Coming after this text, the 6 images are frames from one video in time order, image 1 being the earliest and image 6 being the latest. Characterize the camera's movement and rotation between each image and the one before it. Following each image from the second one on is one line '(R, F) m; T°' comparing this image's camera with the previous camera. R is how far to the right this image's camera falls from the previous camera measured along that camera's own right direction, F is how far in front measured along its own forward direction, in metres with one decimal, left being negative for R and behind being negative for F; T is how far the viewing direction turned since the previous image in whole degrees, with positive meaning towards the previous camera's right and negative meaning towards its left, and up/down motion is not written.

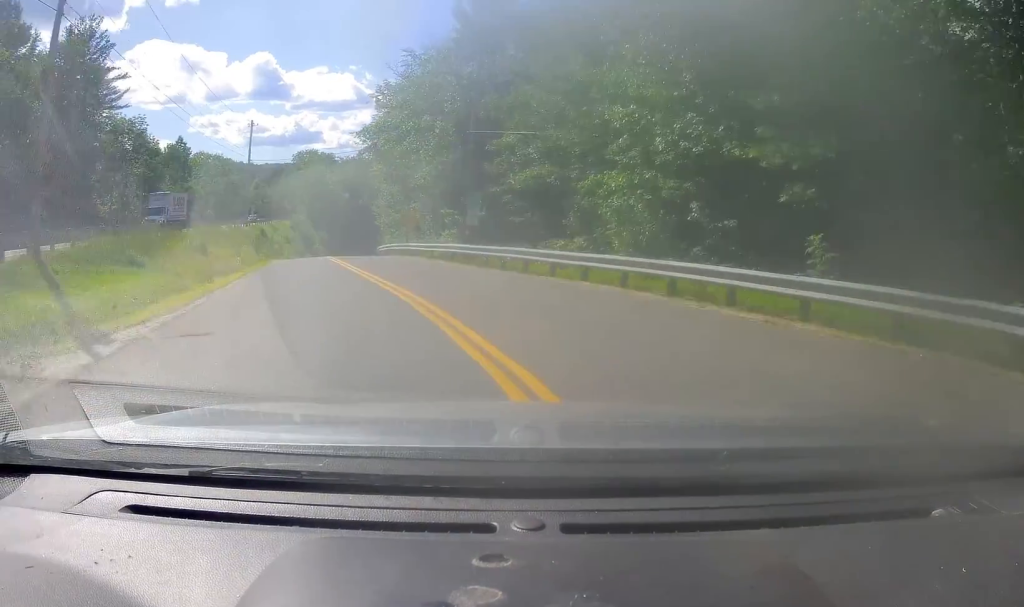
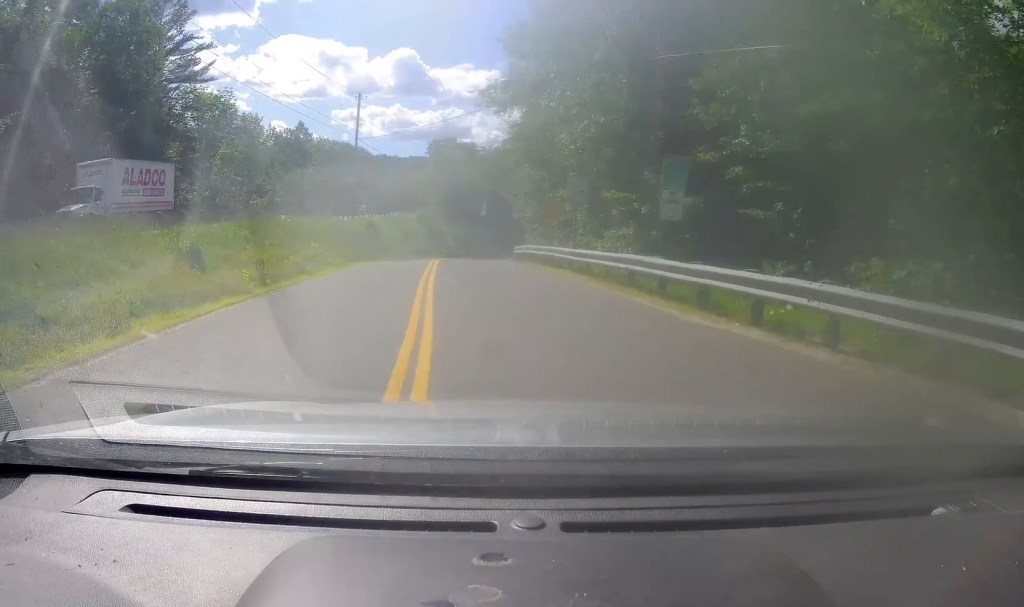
(-0.5, +10.9) m; -3°
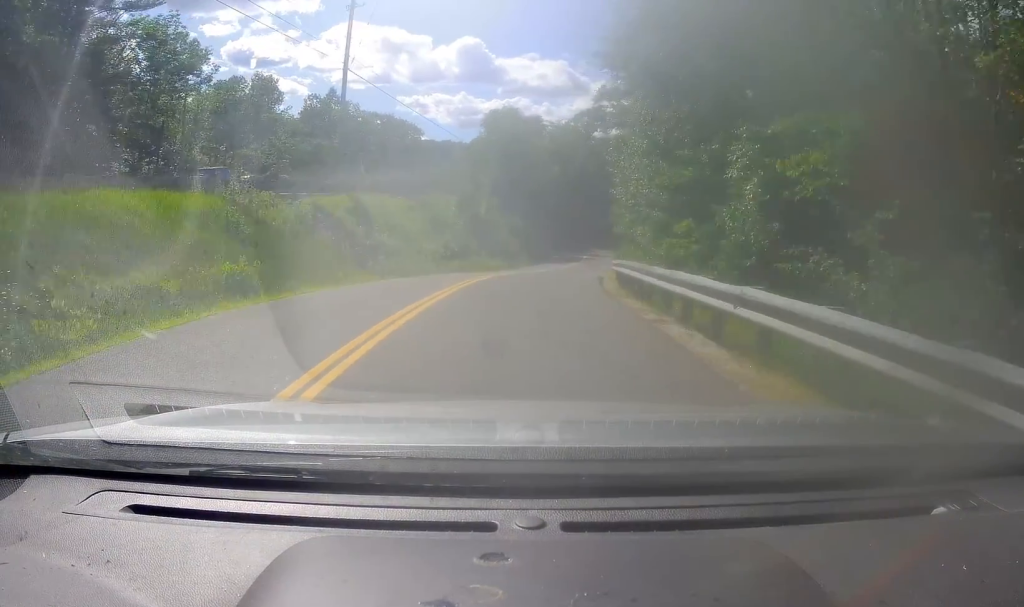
(-1.0, +18.7) m; -10°
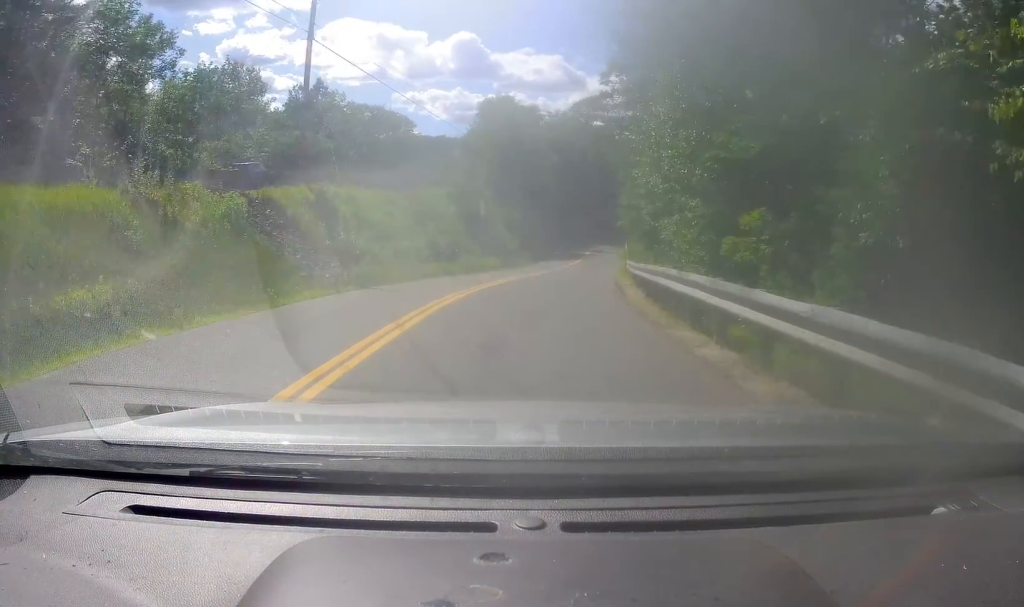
(-0.3, +4.3) m; -3°
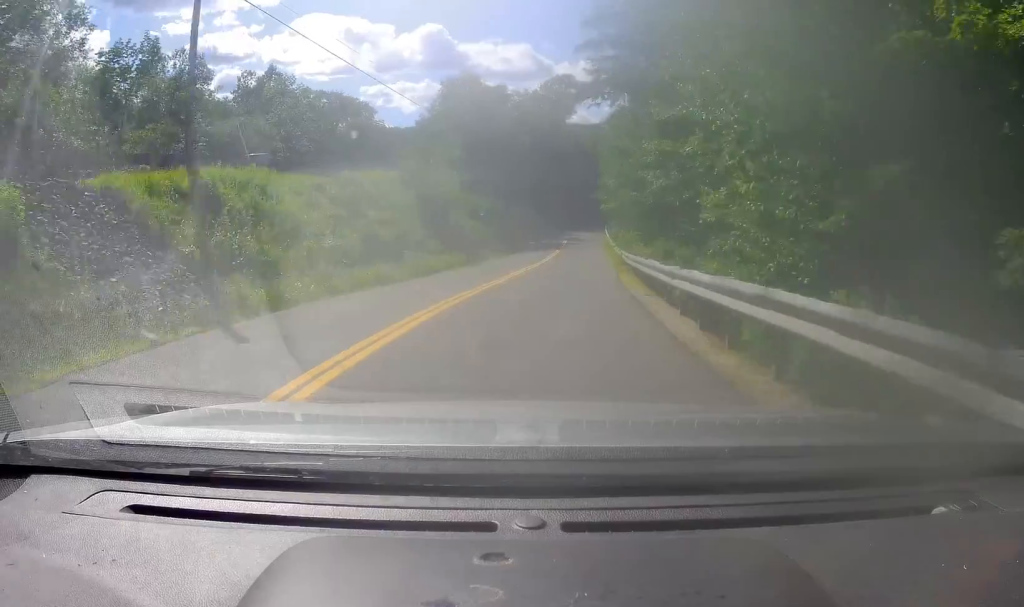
(-0.2, +6.3) m; -4°
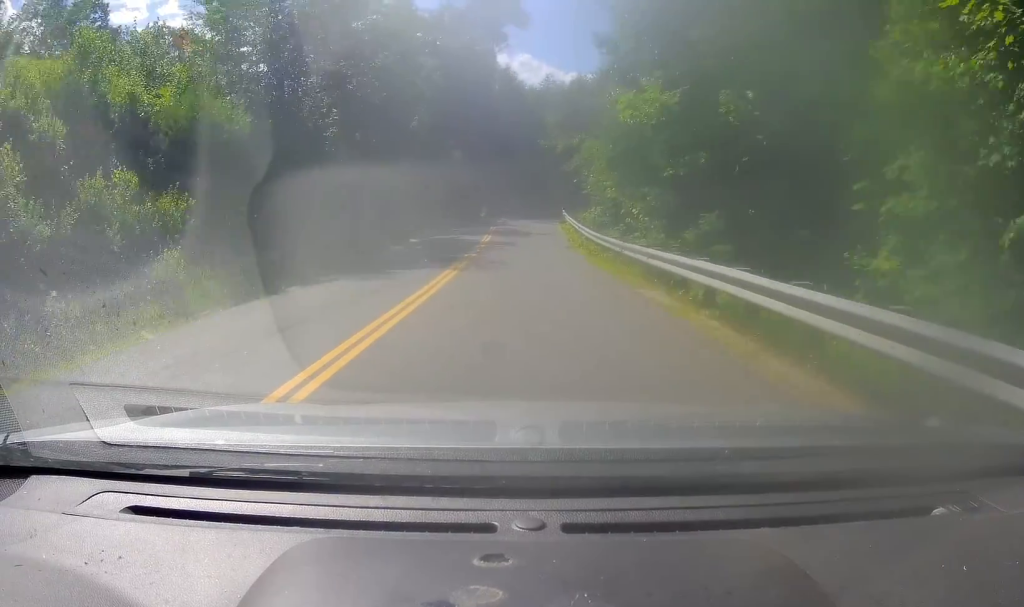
(+1.3, +45.0) m; +6°
